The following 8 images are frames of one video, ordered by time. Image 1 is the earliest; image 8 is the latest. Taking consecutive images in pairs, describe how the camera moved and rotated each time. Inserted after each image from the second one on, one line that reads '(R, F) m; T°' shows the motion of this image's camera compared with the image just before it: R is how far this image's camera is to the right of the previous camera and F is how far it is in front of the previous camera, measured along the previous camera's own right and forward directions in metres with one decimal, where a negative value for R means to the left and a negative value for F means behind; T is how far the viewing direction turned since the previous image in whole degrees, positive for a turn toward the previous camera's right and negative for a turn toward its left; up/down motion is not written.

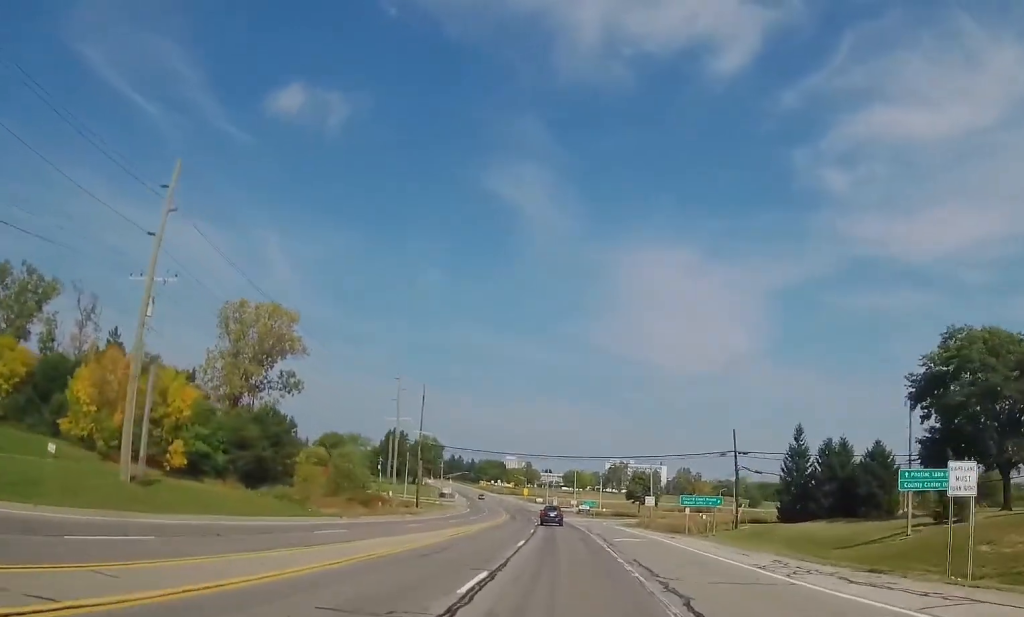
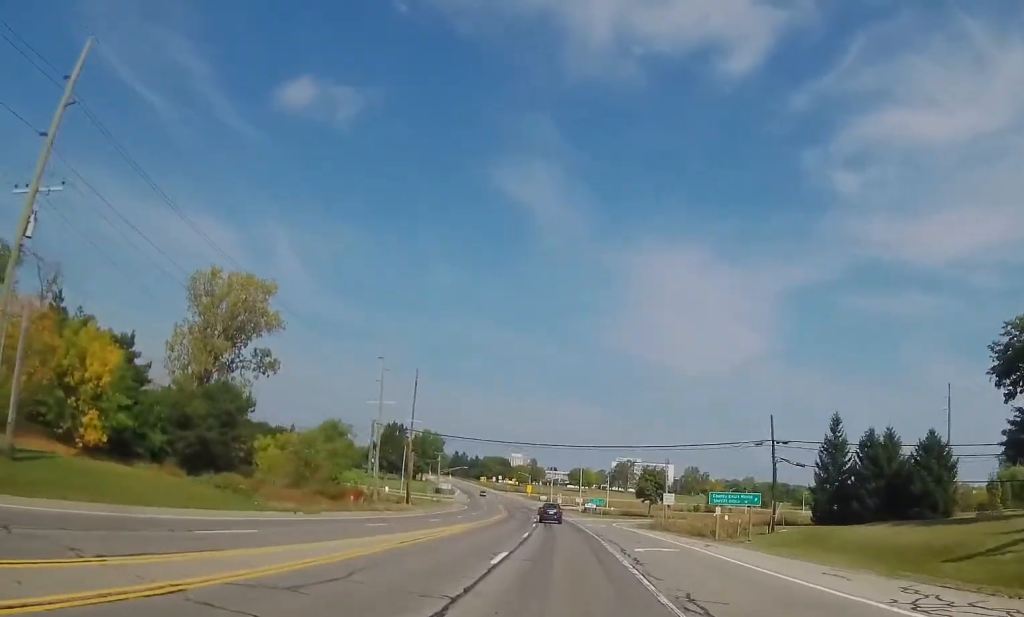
(-0.1, +10.5) m; -1°
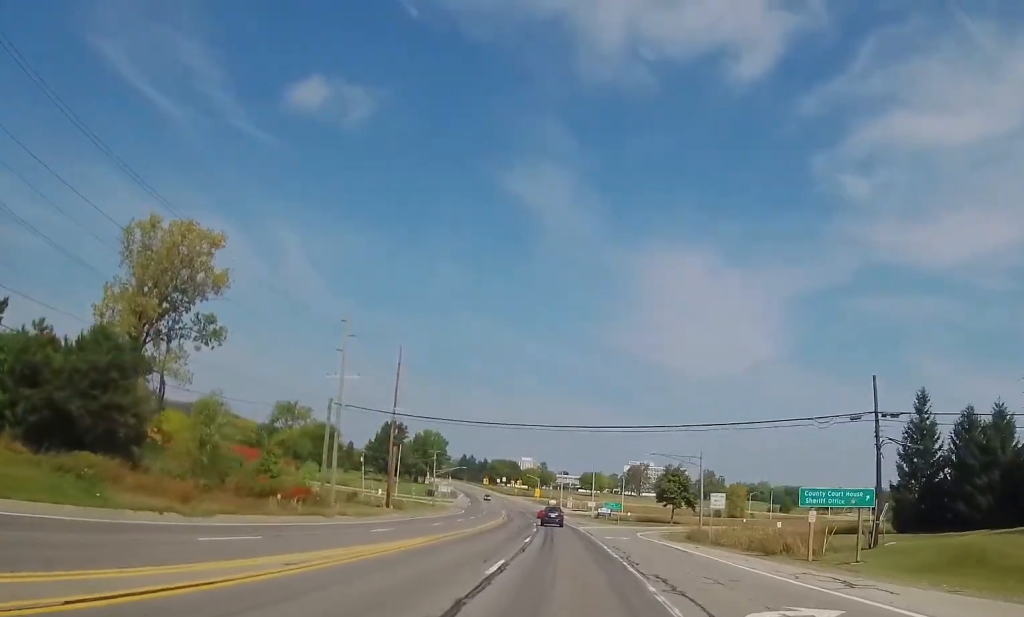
(-0.3, +17.2) m; -2°
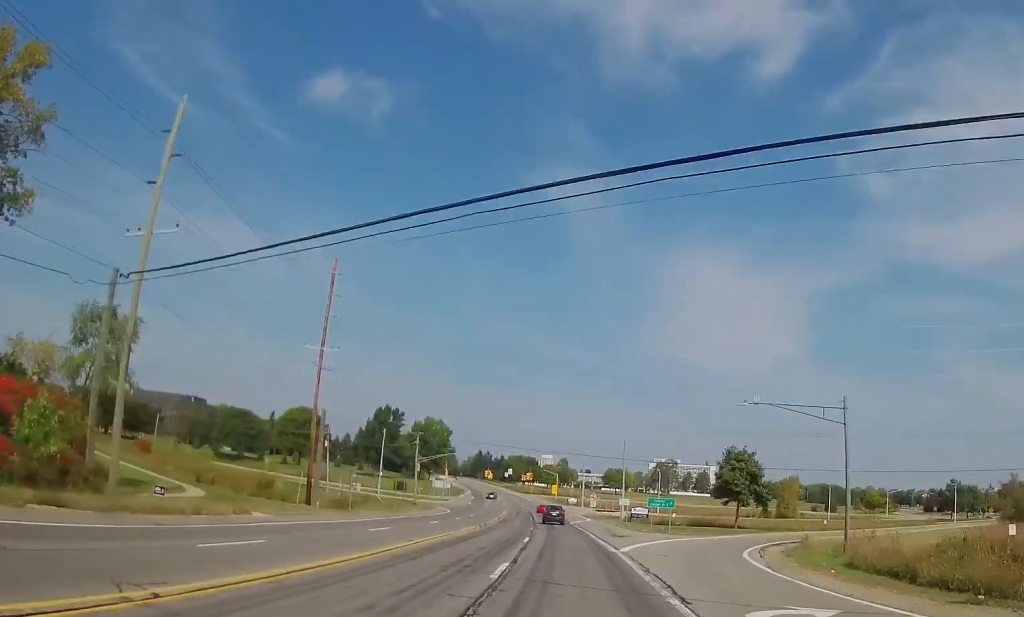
(-0.7, +32.7) m; -2°
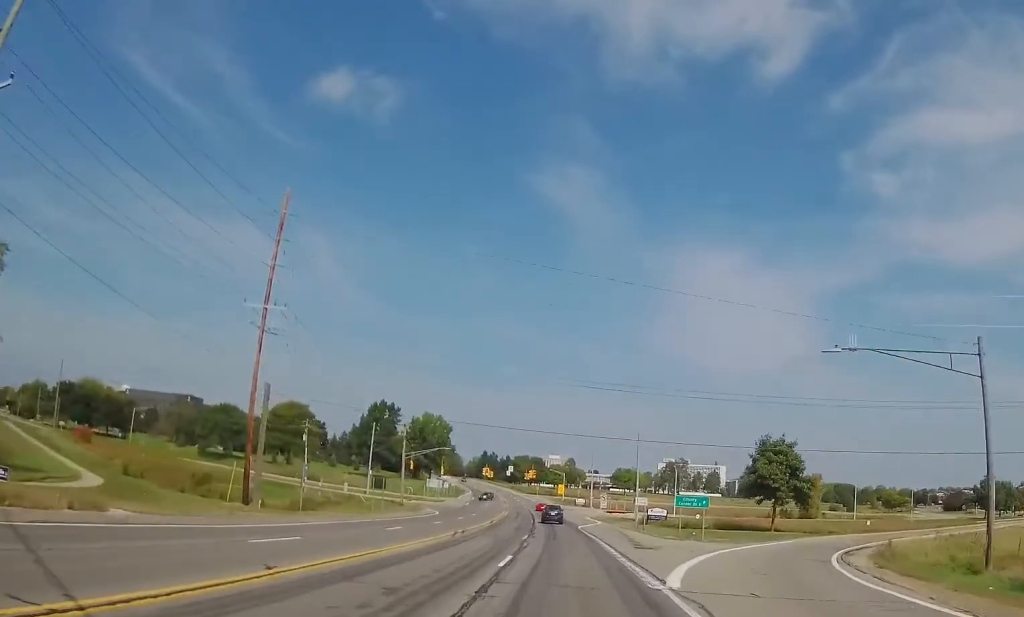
(-0.2, +12.4) m; -1°
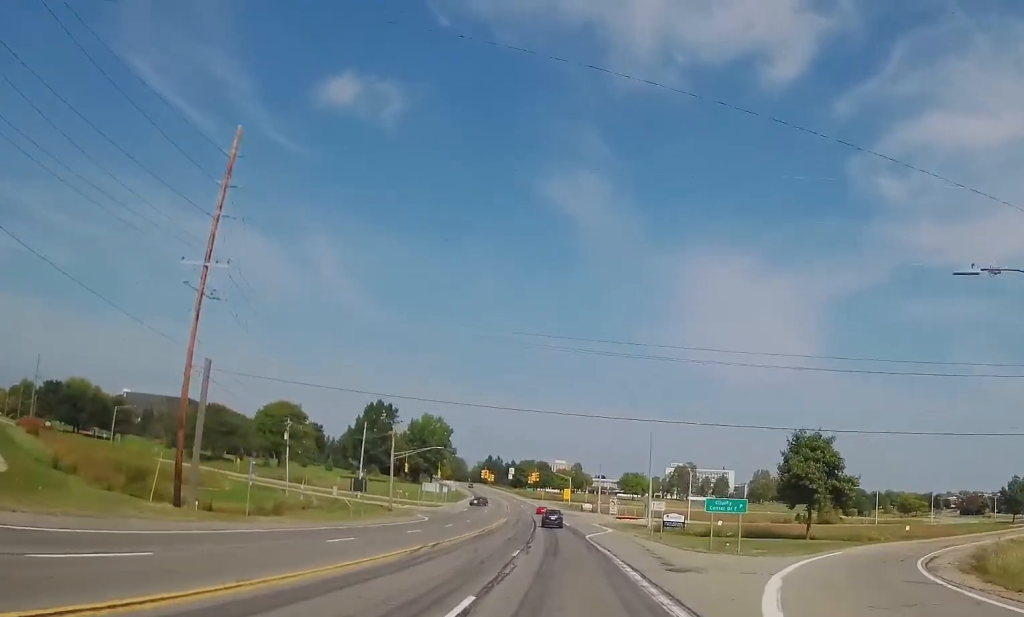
(-0.1, +9.0) m; -1°
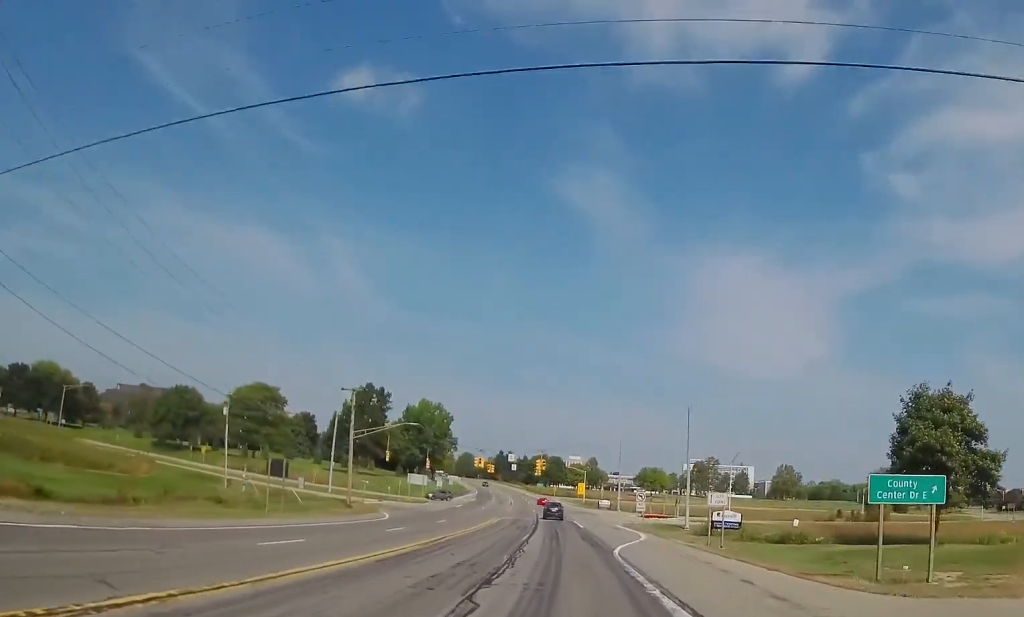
(+0.1, +20.8) m; +1°
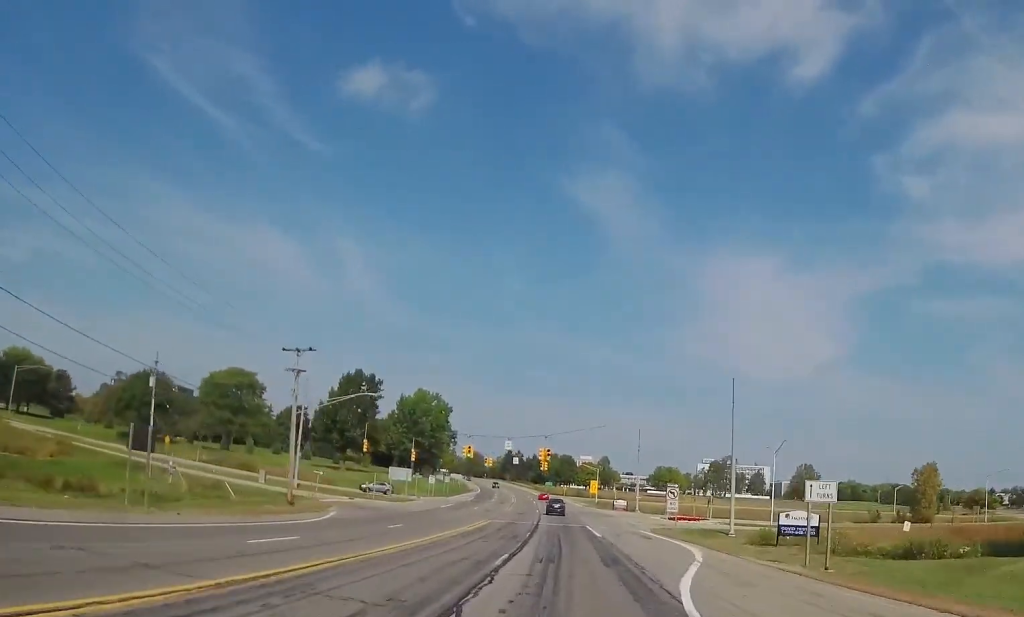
(+0.3, +16.2) m; -1°
